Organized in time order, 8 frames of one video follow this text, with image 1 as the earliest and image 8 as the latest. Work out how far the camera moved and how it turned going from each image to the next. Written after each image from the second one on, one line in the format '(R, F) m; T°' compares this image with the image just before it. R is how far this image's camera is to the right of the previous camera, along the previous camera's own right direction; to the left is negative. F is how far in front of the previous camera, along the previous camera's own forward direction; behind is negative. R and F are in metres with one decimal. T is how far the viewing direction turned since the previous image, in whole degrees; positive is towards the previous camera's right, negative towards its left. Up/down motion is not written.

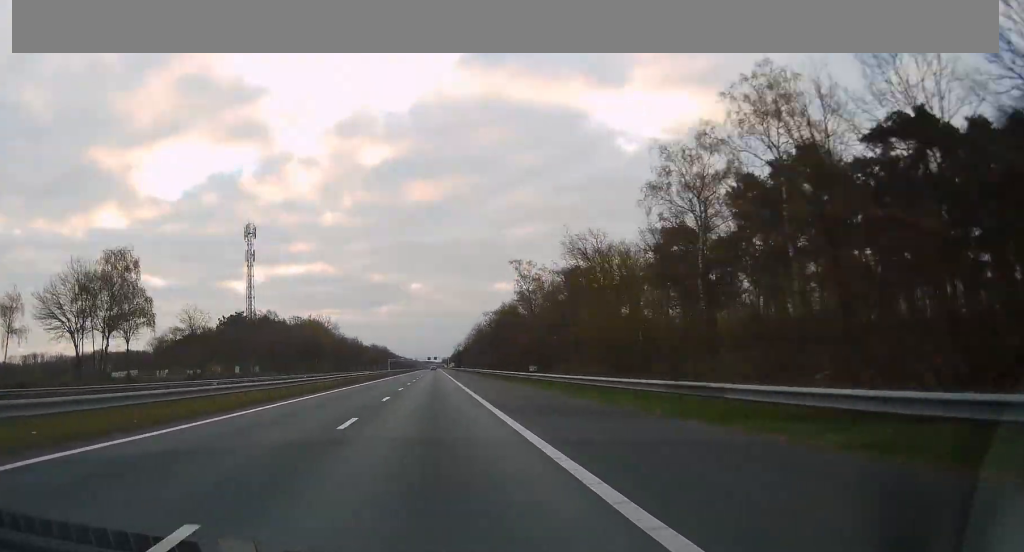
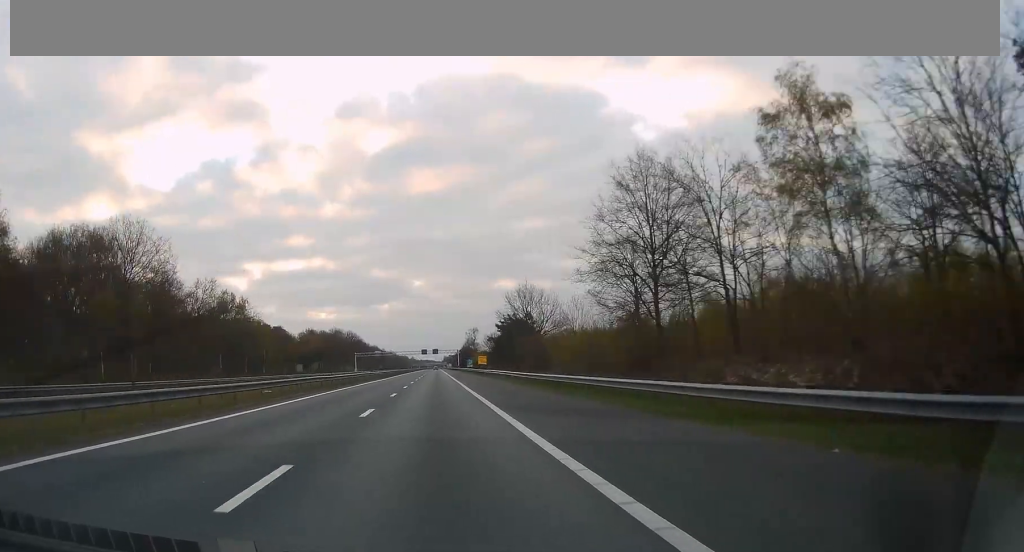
(-0.1, +166.3) m; 0°
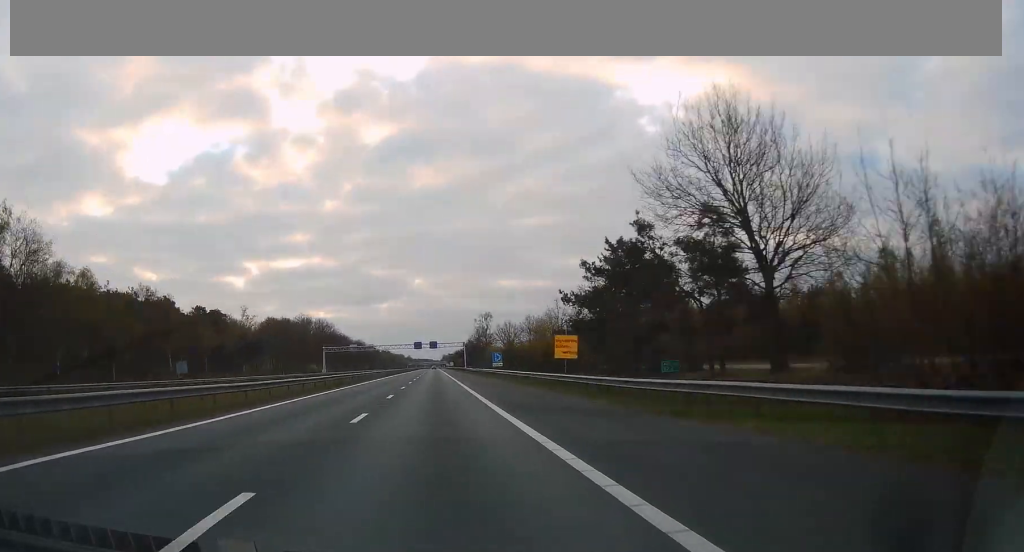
(+0.1, +61.8) m; 0°
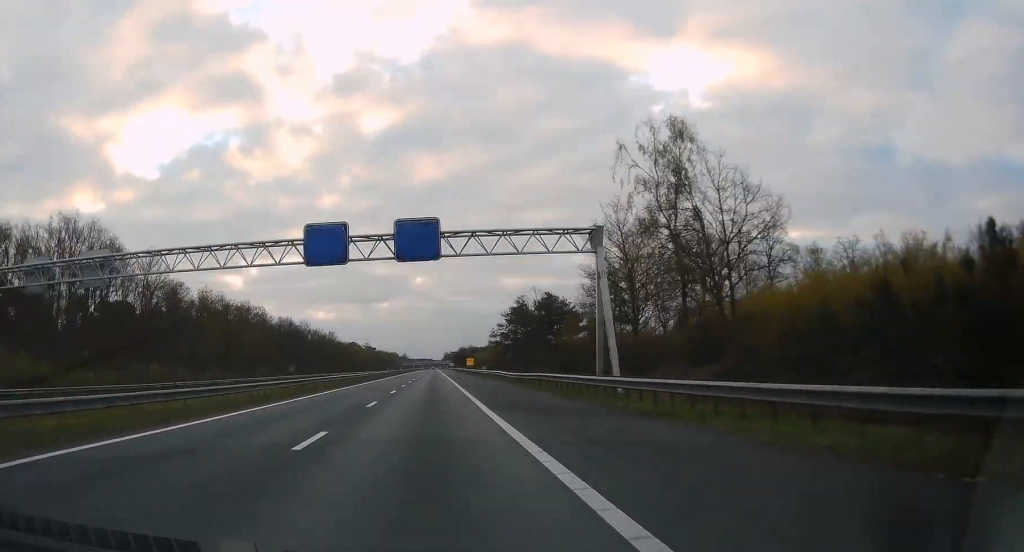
(+0.1, +137.8) m; 0°
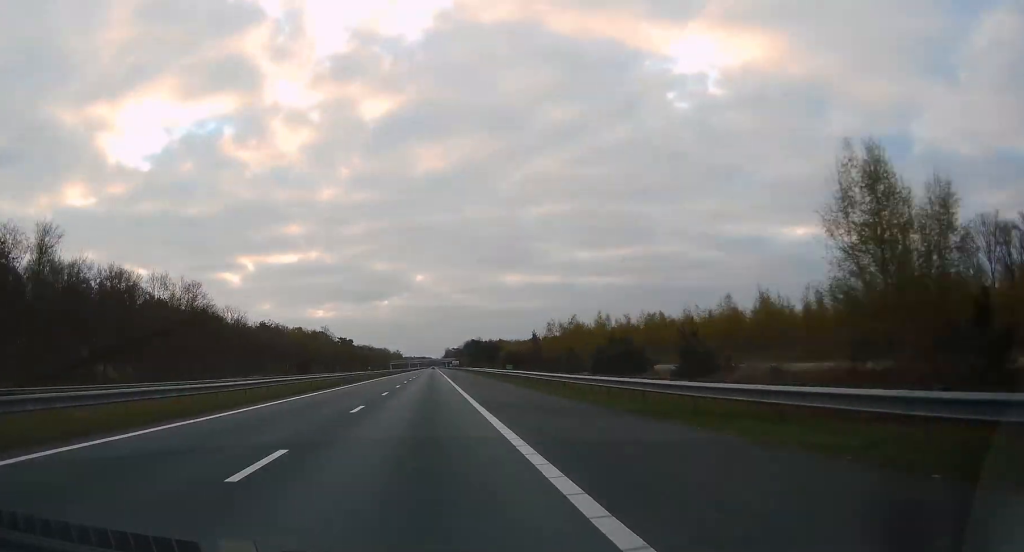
(-0.7, +123.6) m; 0°
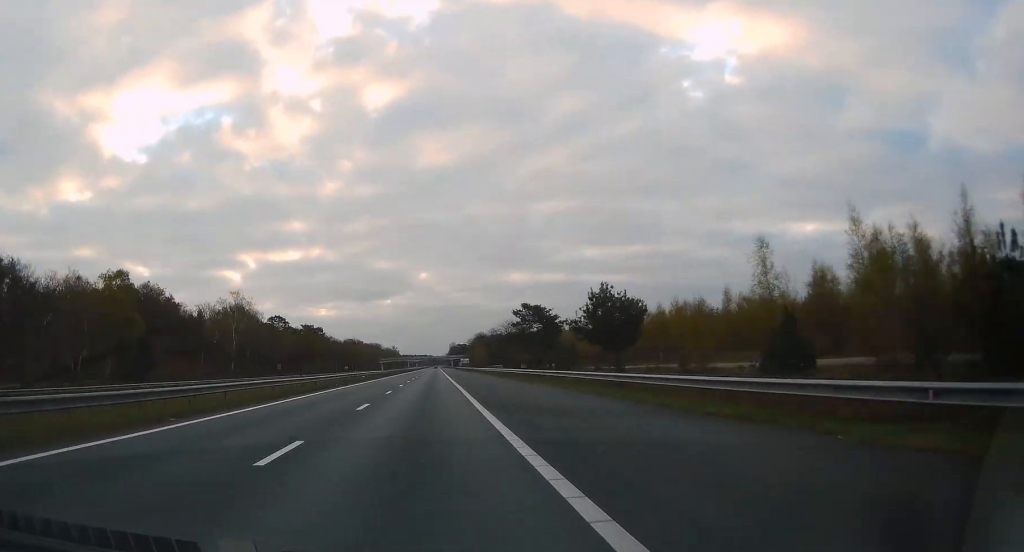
(+0.3, +95.1) m; 0°
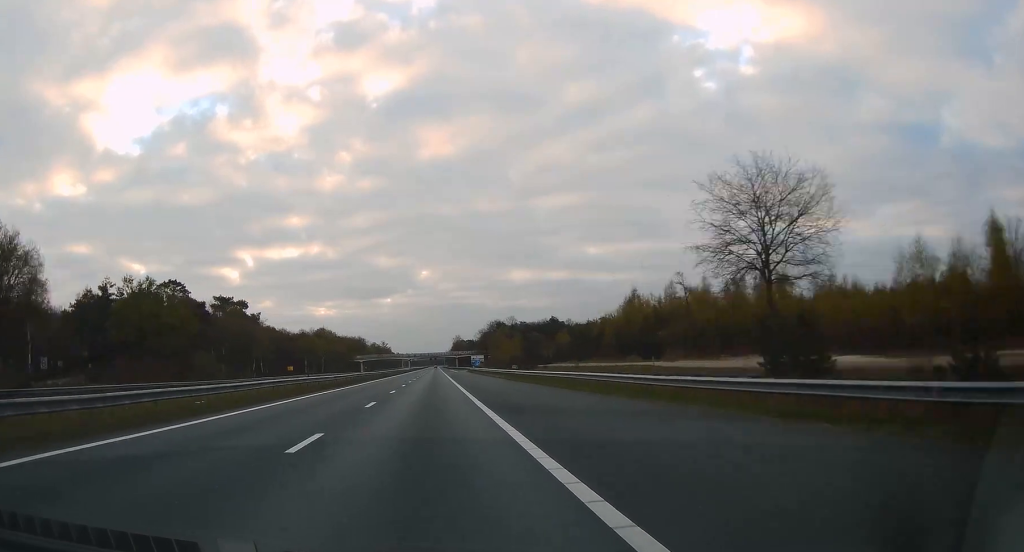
(-0.1, +95.1) m; 0°
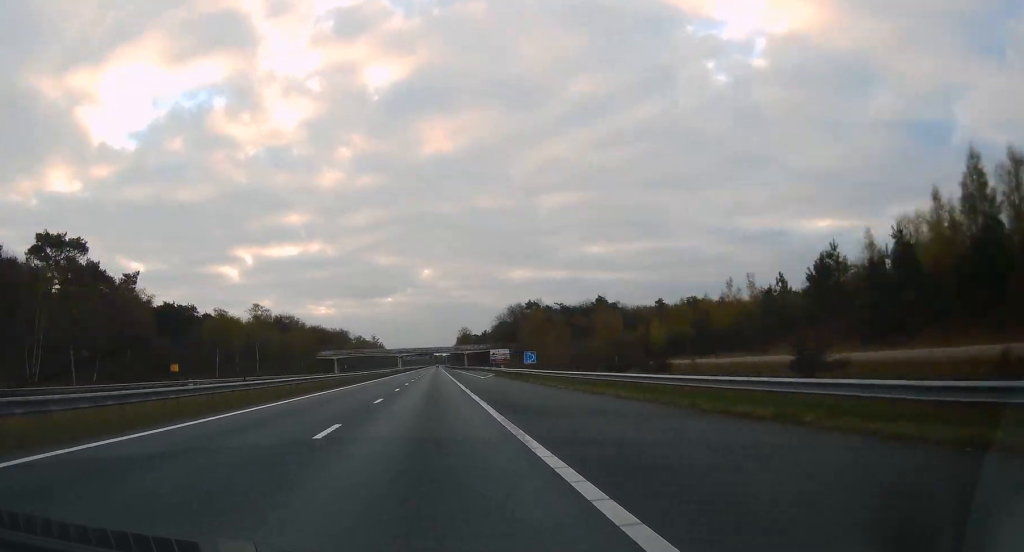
(0.0, +71.4) m; 0°
